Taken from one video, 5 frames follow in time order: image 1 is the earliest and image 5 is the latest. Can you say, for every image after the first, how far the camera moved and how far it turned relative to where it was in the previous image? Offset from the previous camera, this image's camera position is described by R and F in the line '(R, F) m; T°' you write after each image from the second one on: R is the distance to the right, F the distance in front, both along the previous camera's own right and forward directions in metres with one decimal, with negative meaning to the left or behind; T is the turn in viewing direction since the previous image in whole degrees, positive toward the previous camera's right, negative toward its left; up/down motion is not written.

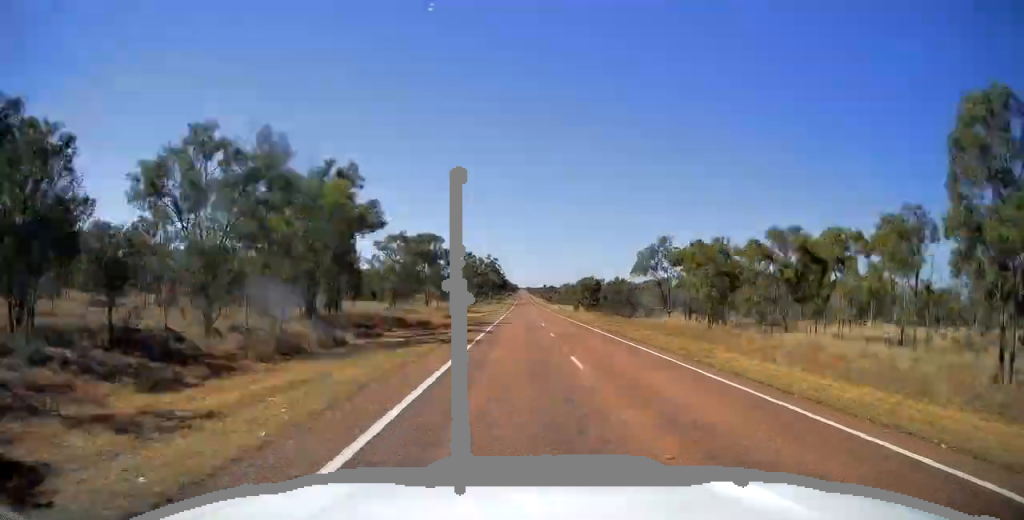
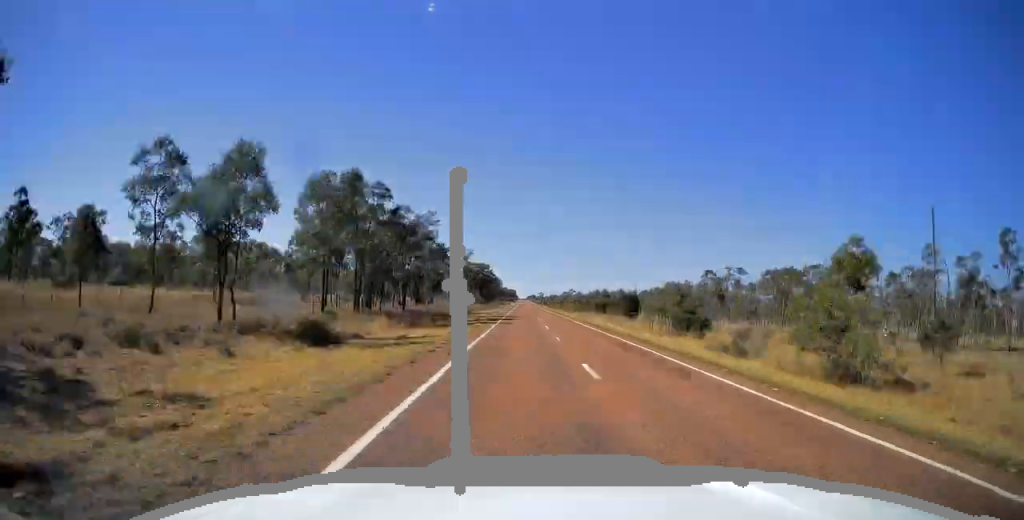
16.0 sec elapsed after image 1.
(-0.5, +500.9) m; 0°
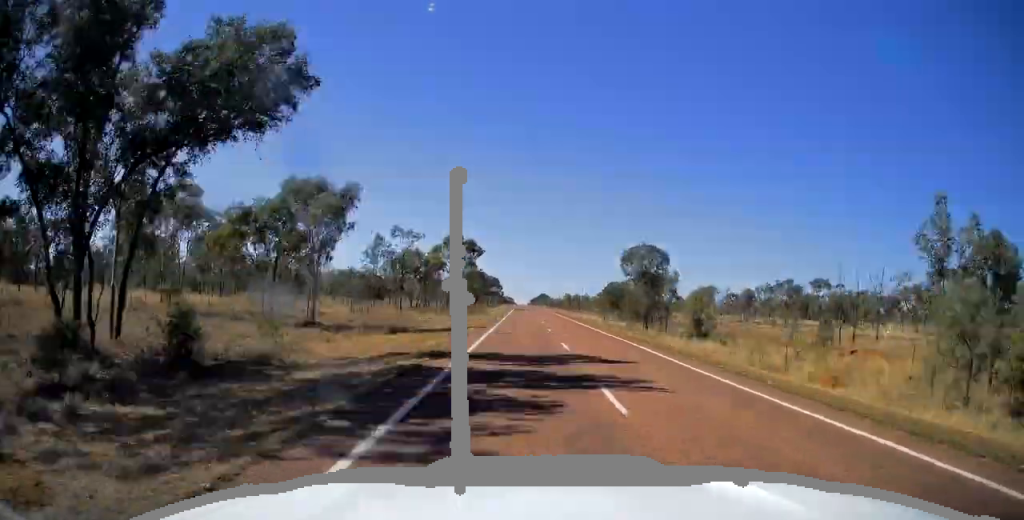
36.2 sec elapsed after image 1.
(+5.7, +629.2) m; +1°
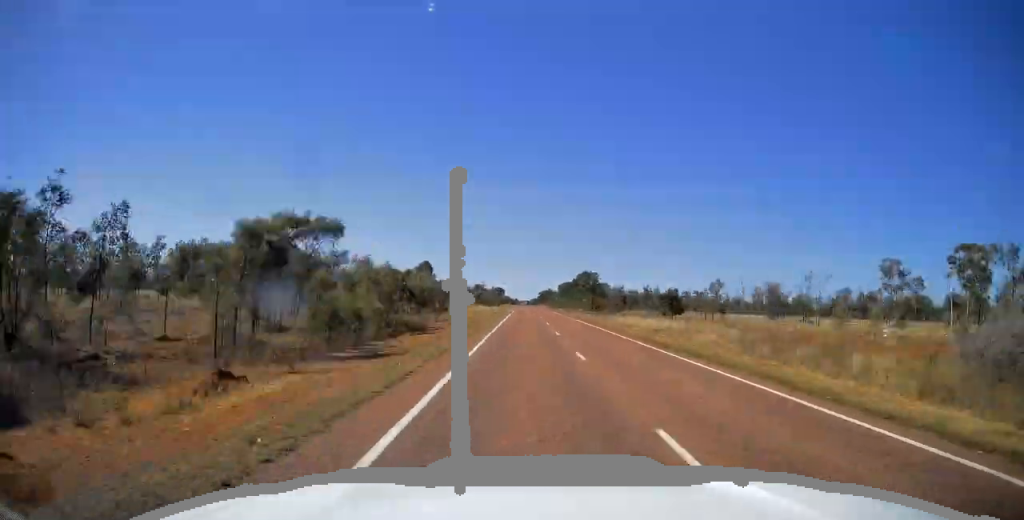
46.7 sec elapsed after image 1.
(-1.7, +329.5) m; 0°
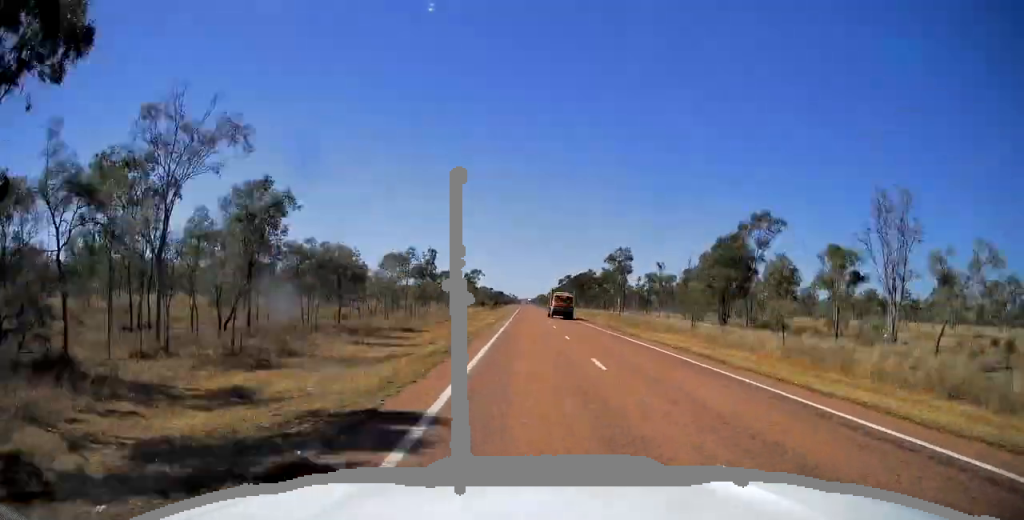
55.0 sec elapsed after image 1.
(+0.4, +260.0) m; 0°
